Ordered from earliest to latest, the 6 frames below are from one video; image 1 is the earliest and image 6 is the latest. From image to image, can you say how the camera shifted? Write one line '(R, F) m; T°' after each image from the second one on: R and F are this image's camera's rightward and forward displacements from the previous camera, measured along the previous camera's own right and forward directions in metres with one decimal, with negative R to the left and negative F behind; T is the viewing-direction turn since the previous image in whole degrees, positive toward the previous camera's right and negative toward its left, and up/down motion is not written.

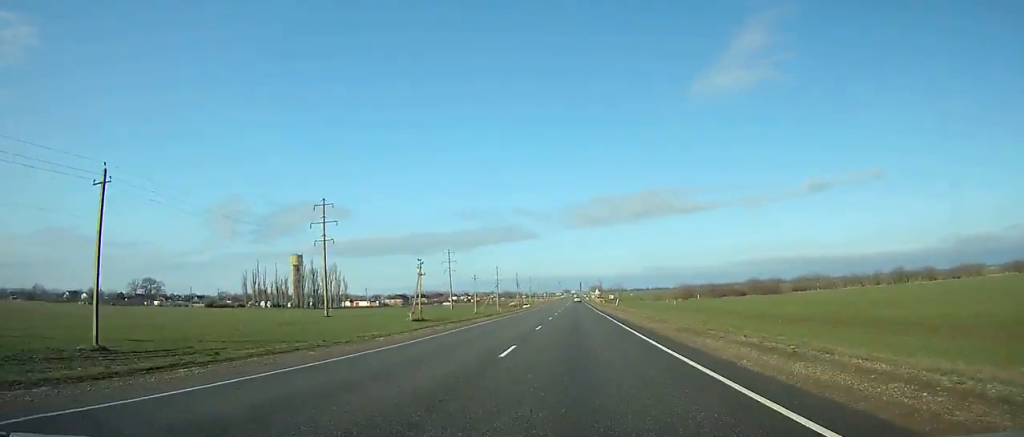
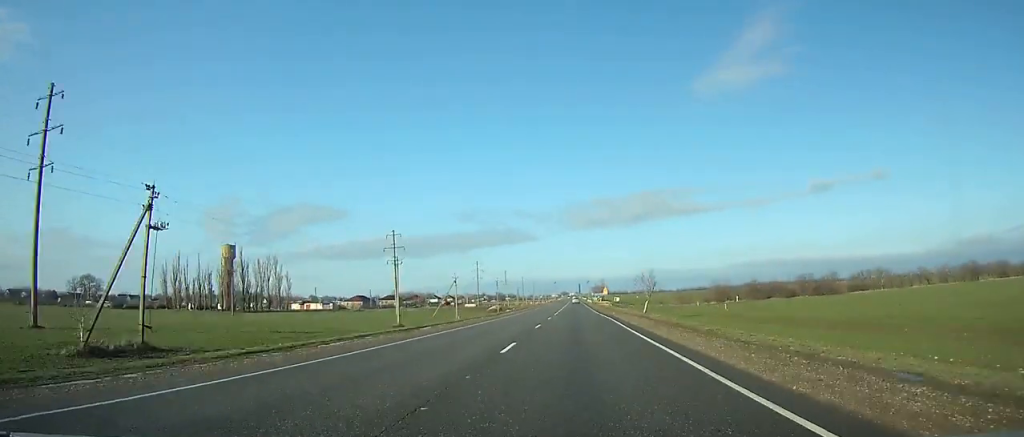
(0.0, +57.6) m; 0°
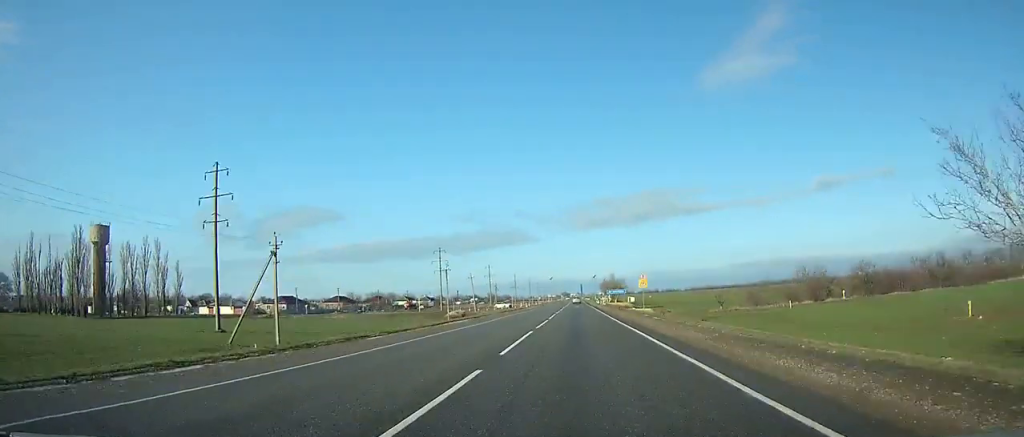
(0.0, +72.7) m; 0°
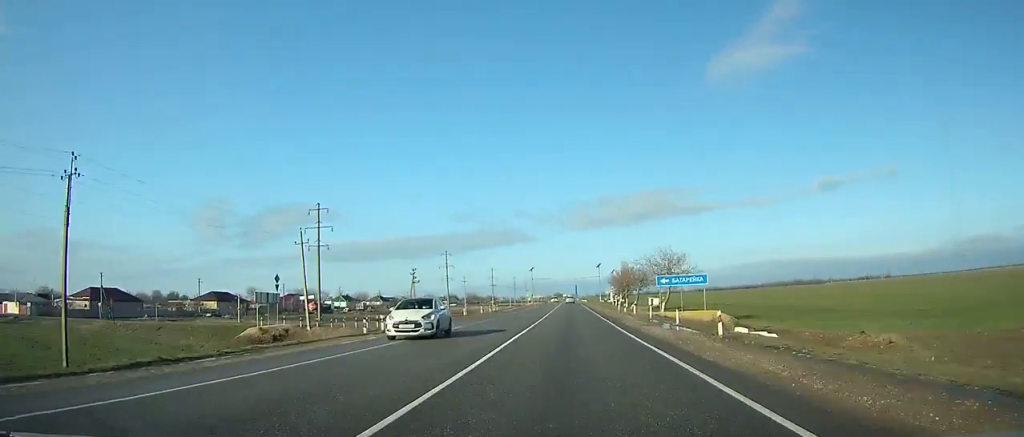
(+0.1, +83.8) m; 0°
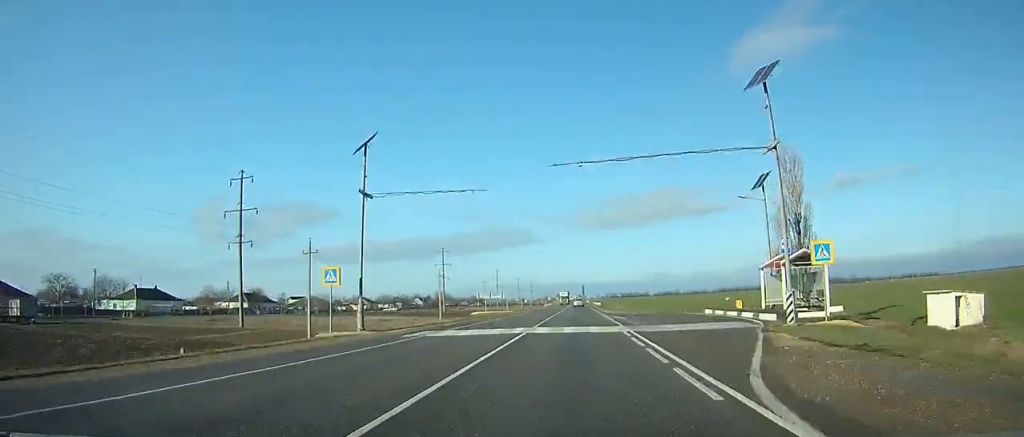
(+0.1, +127.4) m; 0°
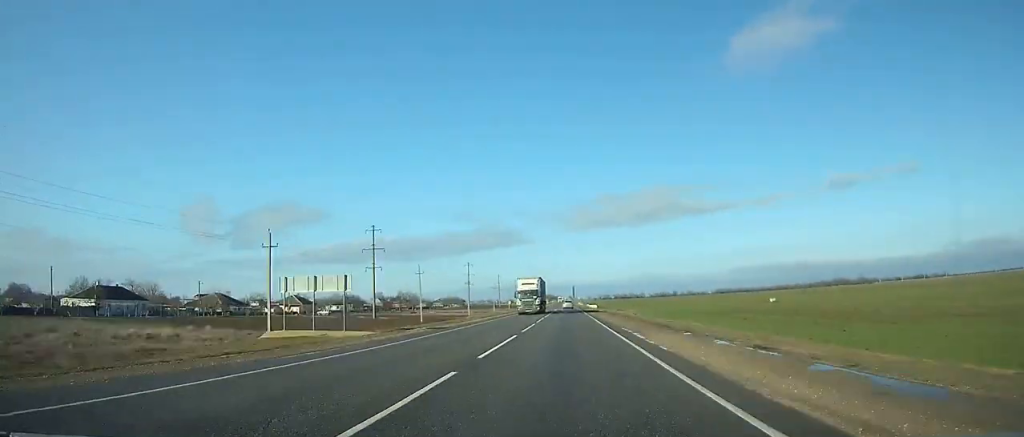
(+0.2, +57.1) m; 0°
